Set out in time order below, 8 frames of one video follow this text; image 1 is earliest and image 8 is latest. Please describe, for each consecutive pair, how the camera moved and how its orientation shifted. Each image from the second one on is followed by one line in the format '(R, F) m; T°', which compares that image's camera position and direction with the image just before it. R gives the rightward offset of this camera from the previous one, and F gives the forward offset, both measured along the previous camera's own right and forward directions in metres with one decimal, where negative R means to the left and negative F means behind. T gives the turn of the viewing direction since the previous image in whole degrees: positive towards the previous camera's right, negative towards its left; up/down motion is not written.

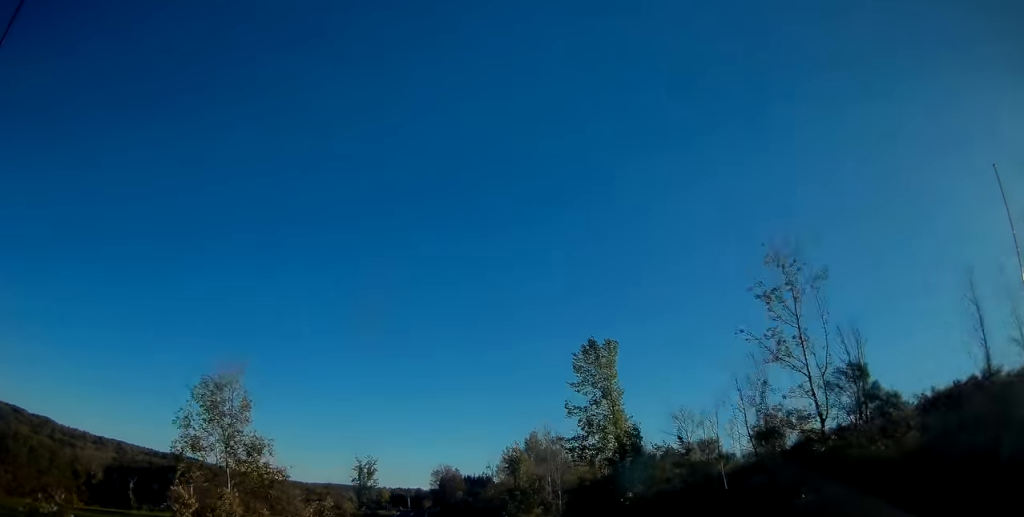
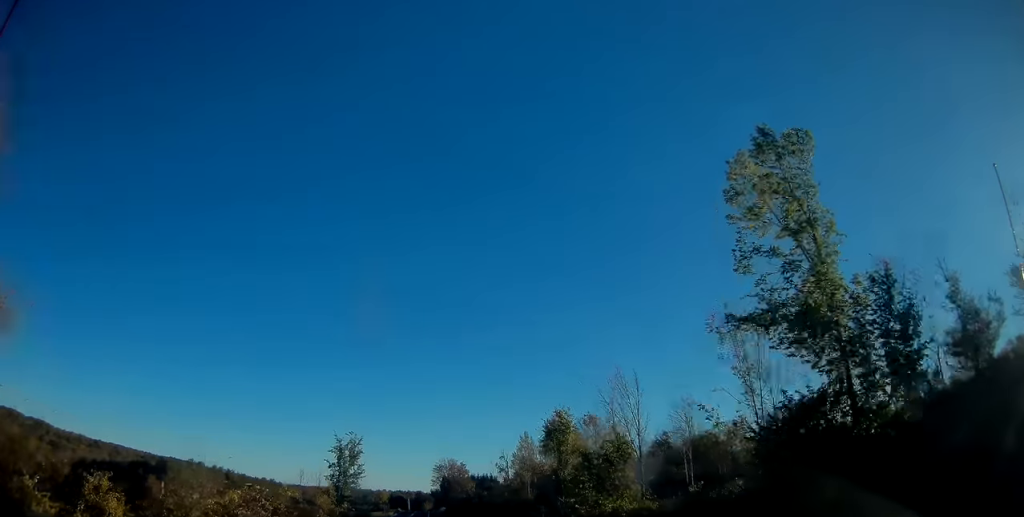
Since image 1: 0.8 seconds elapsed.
(0.0, +19.2) m; -1°
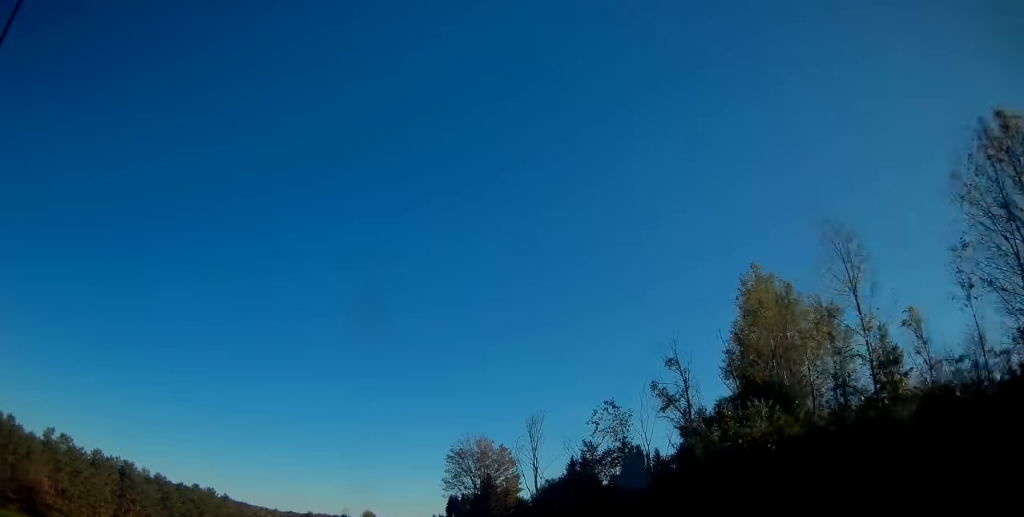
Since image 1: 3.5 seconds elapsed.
(+0.4, +69.0) m; +1°
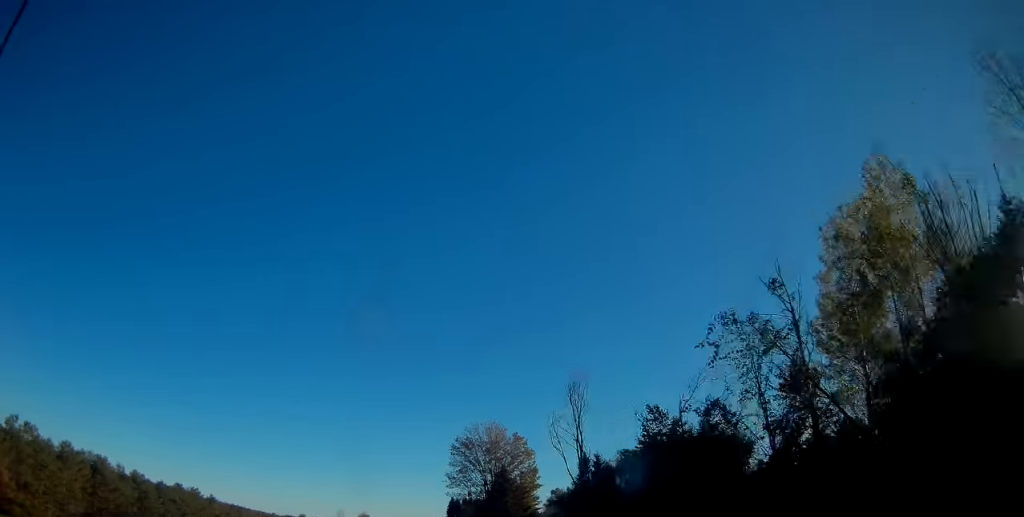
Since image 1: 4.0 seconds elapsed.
(0.0, +11.3) m; 0°
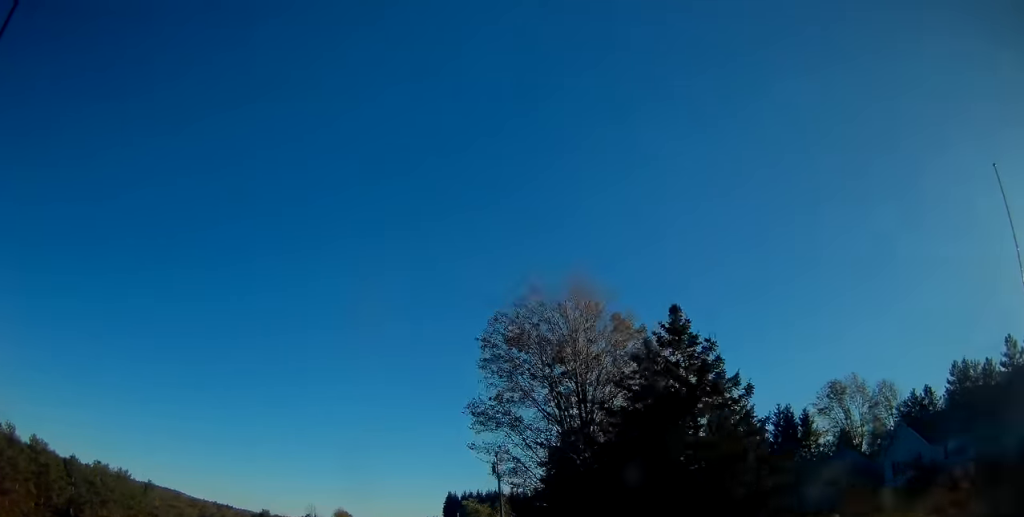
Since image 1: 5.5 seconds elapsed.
(-0.1, +35.1) m; -1°
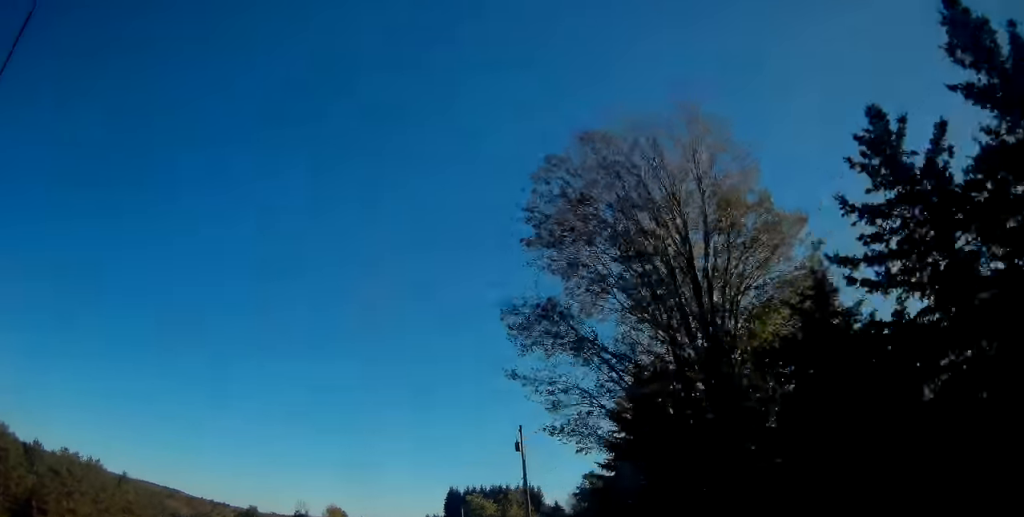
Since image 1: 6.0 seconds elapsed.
(0.0, +11.9) m; 0°
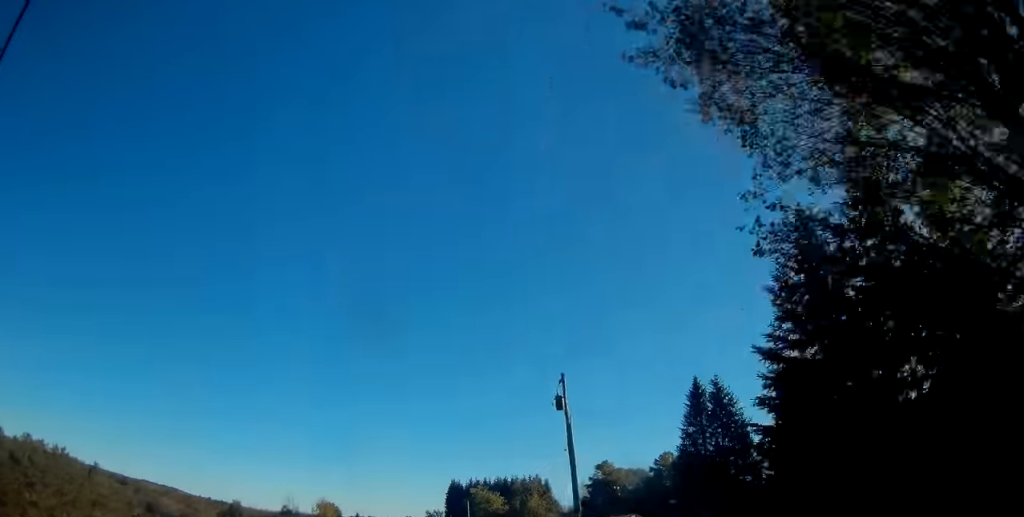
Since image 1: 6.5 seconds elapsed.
(-0.1, +11.8) m; 0°
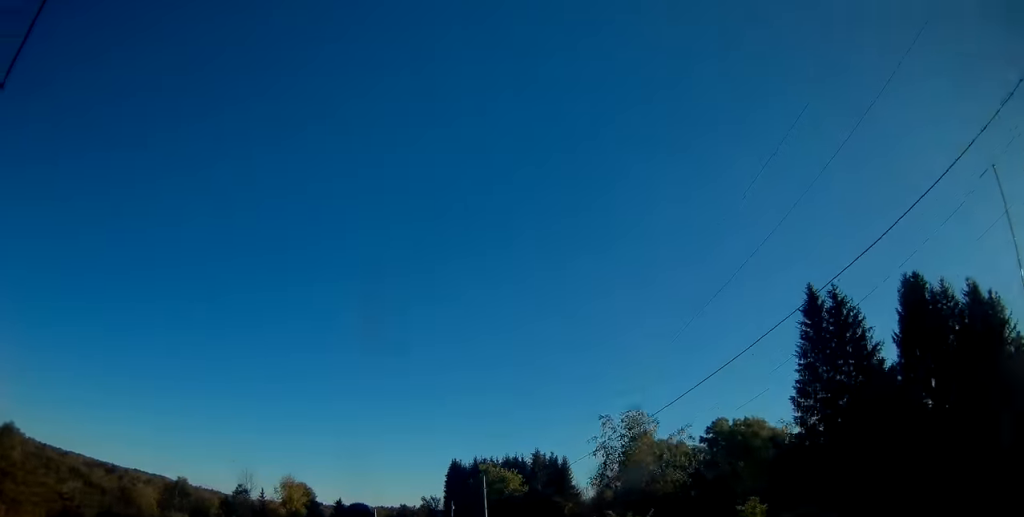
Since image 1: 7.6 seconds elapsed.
(+0.3, +27.0) m; +1°
